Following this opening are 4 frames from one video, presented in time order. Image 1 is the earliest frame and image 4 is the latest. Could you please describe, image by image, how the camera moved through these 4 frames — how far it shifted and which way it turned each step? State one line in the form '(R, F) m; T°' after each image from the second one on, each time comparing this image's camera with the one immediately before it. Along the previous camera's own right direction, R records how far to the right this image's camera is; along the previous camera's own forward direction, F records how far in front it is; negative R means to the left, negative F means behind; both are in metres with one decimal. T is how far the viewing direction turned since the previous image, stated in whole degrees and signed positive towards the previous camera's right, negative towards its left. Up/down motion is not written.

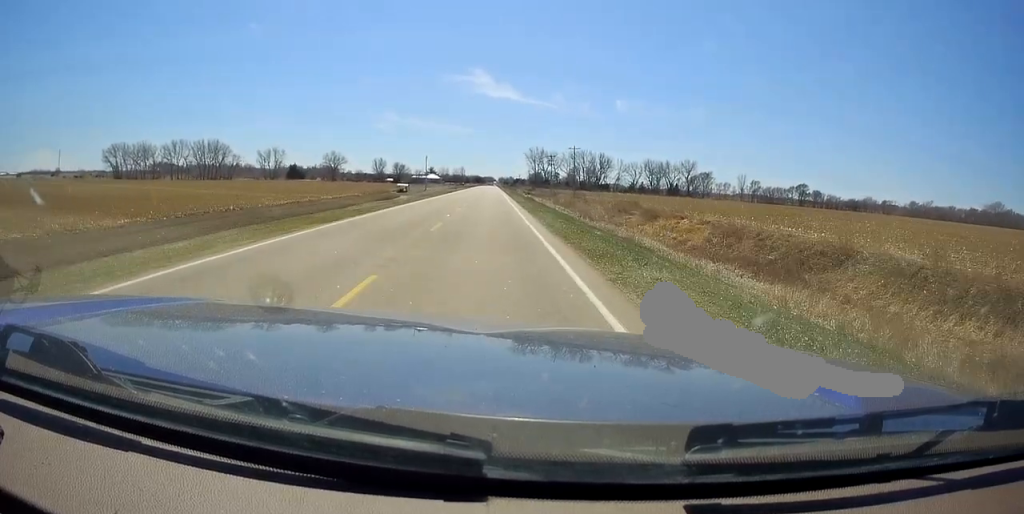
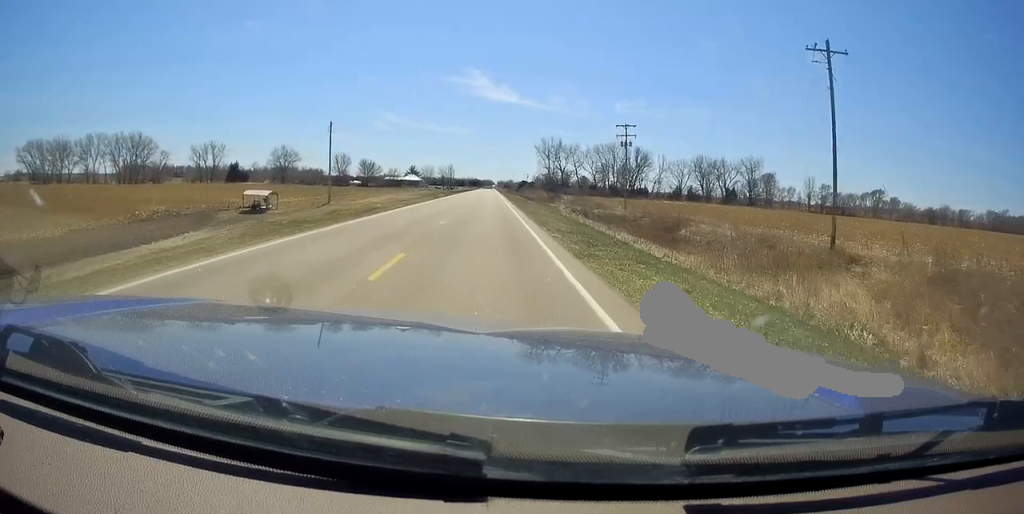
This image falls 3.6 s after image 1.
(-0.4, +91.0) m; 0°
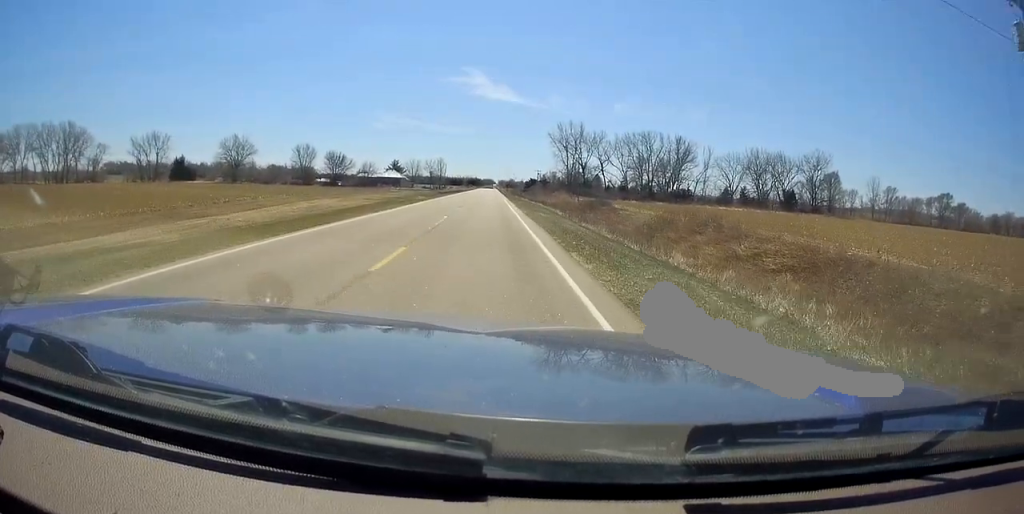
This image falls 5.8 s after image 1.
(+1.2, +58.2) m; +1°
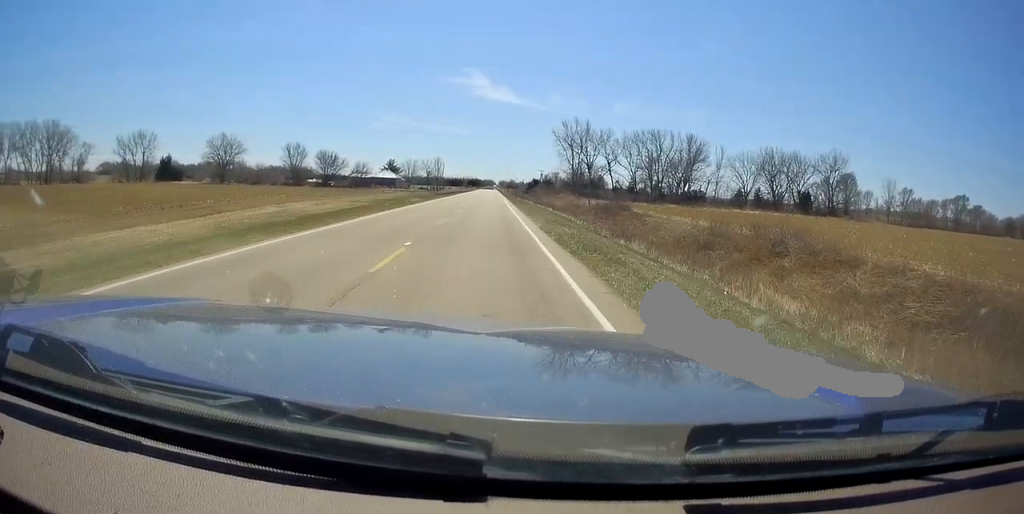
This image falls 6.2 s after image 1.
(-0.2, +11.8) m; 0°
